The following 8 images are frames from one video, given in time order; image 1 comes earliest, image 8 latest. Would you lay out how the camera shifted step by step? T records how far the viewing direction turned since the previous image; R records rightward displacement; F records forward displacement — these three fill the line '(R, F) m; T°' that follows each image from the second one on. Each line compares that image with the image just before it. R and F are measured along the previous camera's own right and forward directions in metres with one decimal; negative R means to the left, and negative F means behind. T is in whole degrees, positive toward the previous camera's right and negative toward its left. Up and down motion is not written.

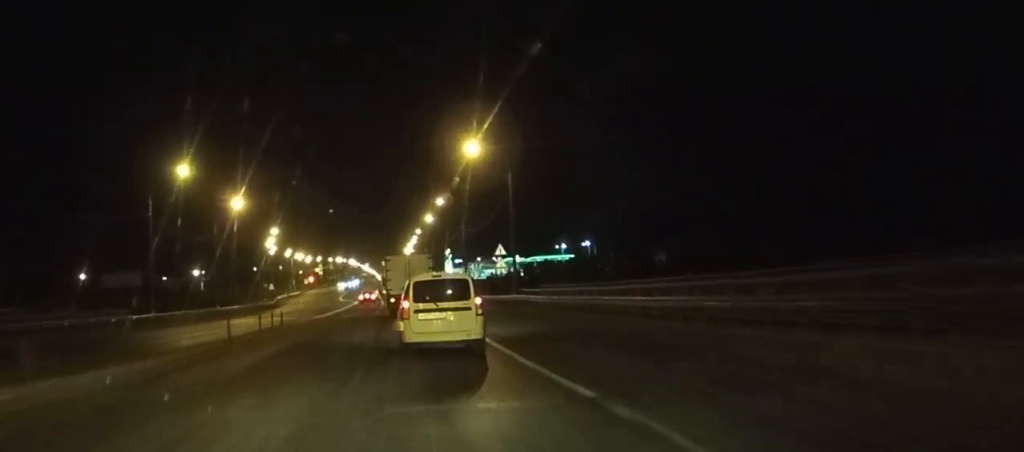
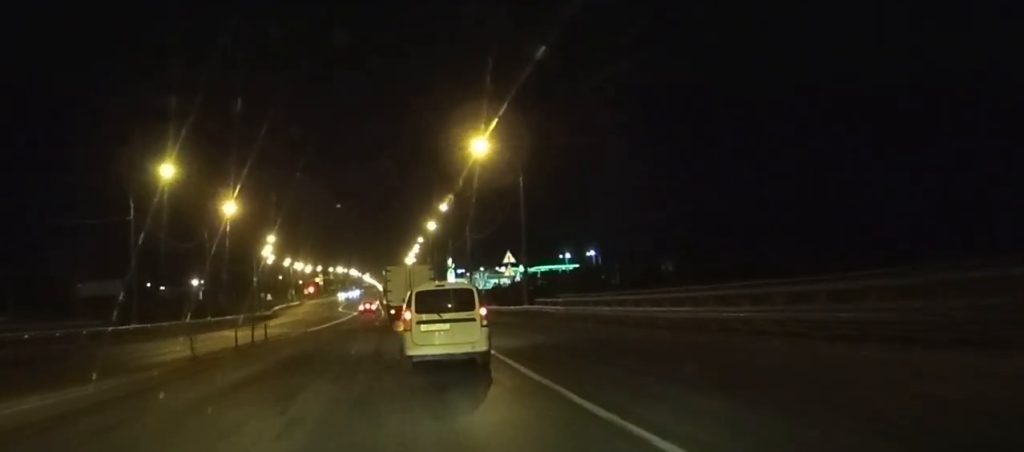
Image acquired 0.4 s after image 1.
(0.0, +4.9) m; 0°
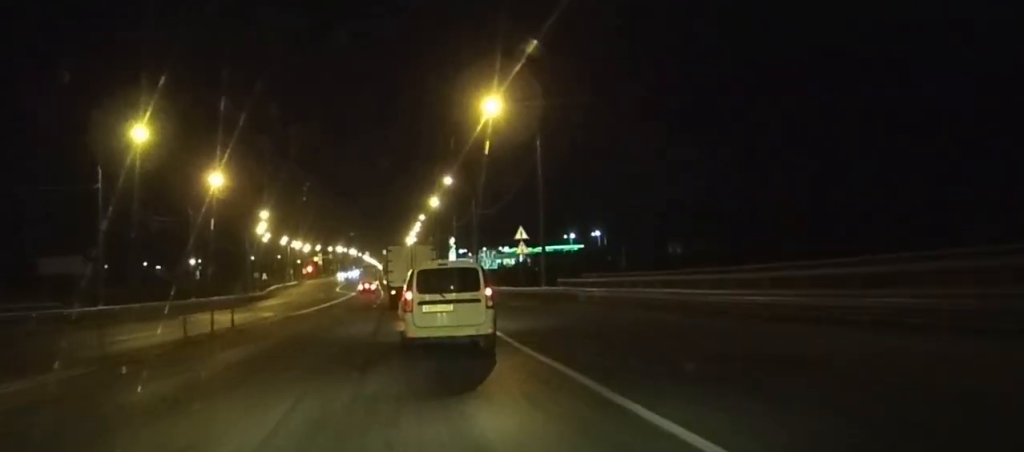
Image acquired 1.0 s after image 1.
(0.0, +6.6) m; 0°
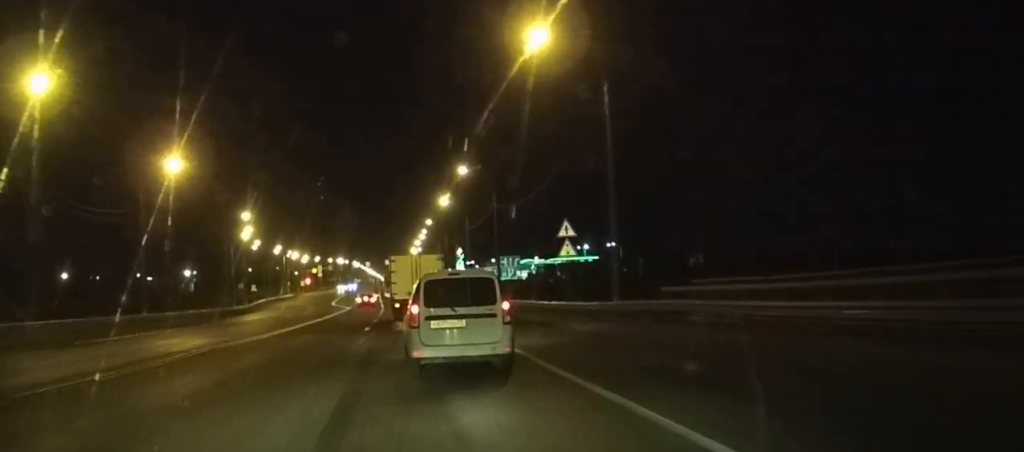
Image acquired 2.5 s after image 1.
(-0.1, +15.4) m; 0°
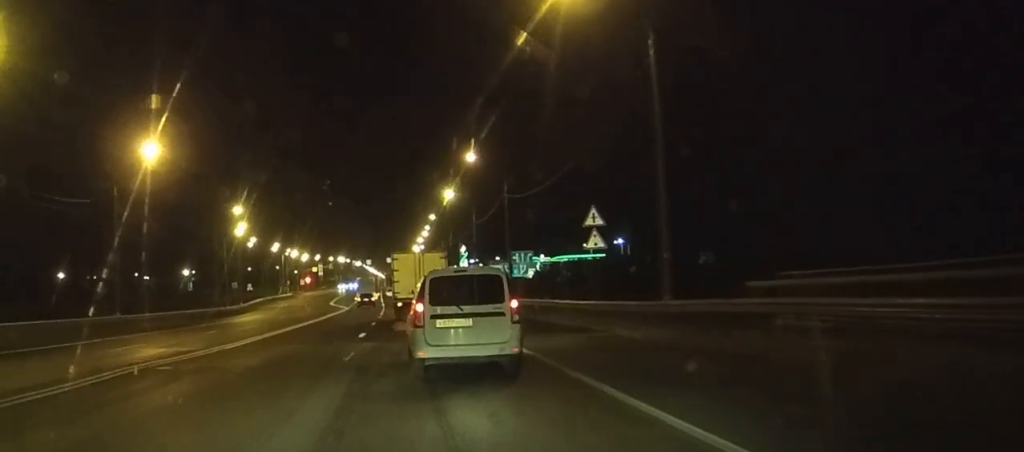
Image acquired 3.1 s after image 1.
(0.0, +6.0) m; 0°
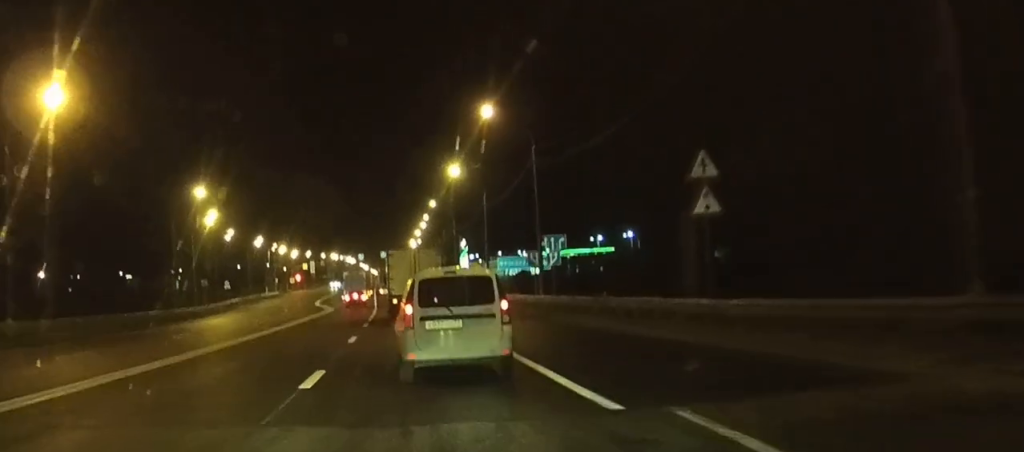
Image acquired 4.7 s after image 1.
(+0.2, +15.7) m; +1°
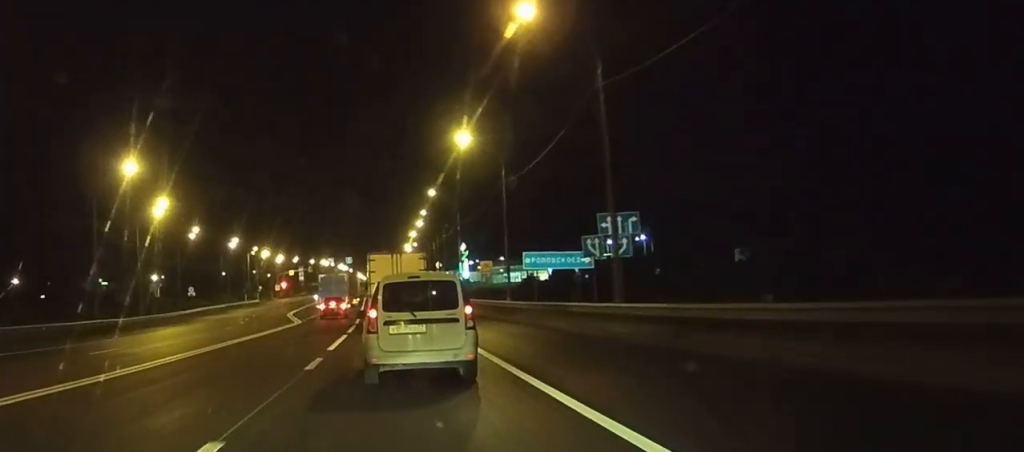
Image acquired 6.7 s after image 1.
(-0.4, +19.0) m; -1°
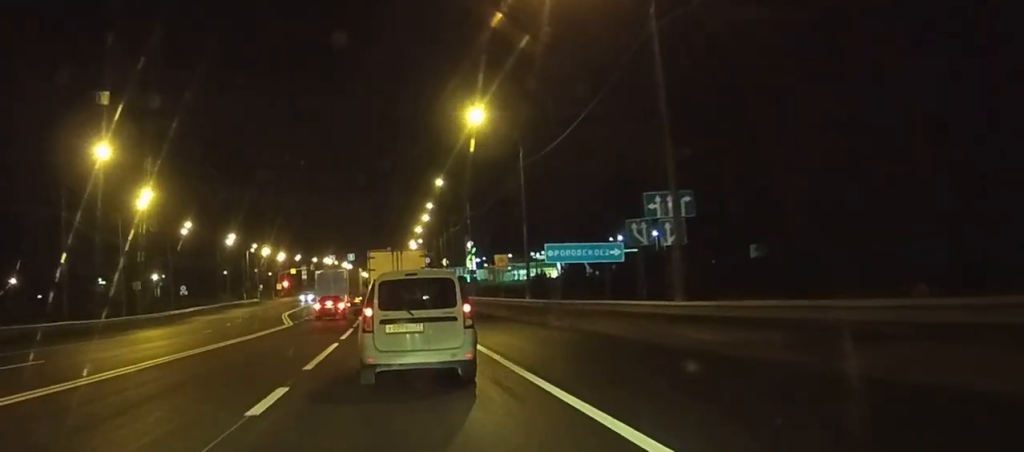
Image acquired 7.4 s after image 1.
(0.0, +6.3) m; +3°
